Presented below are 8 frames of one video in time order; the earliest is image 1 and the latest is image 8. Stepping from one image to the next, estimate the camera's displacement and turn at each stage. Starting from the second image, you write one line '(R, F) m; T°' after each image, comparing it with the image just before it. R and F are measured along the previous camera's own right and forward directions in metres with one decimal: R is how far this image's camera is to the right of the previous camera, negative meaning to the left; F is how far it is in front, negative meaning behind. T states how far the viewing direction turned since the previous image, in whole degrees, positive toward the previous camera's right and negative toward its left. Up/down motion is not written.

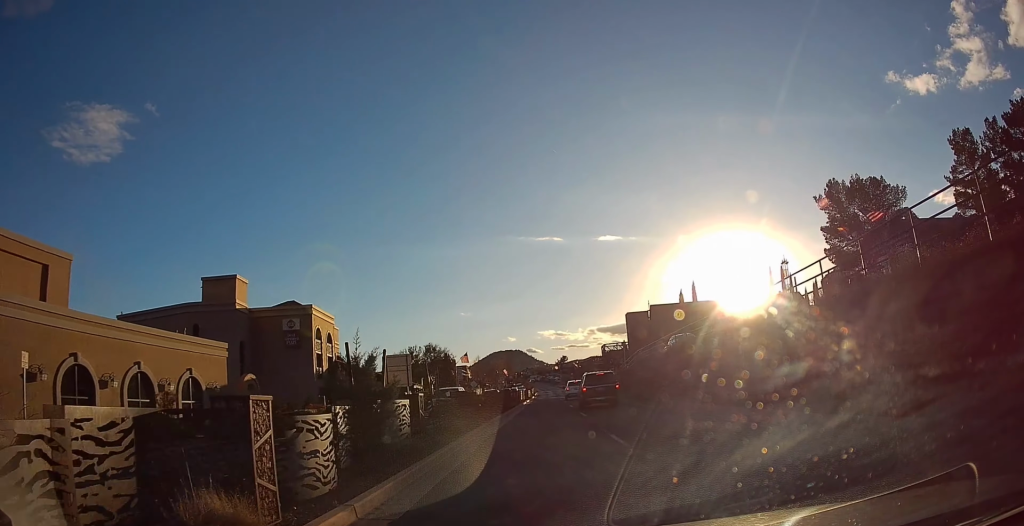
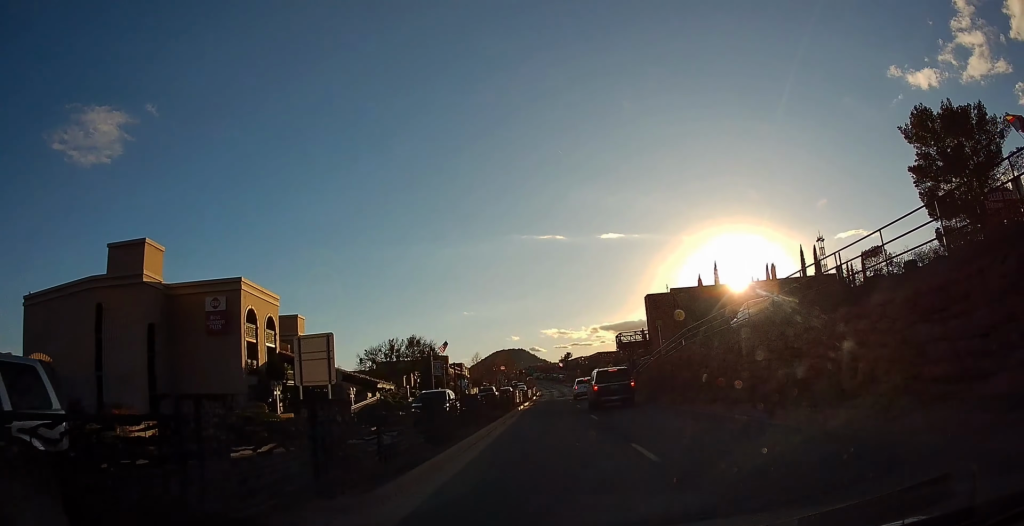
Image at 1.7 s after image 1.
(0.0, +13.8) m; -1°
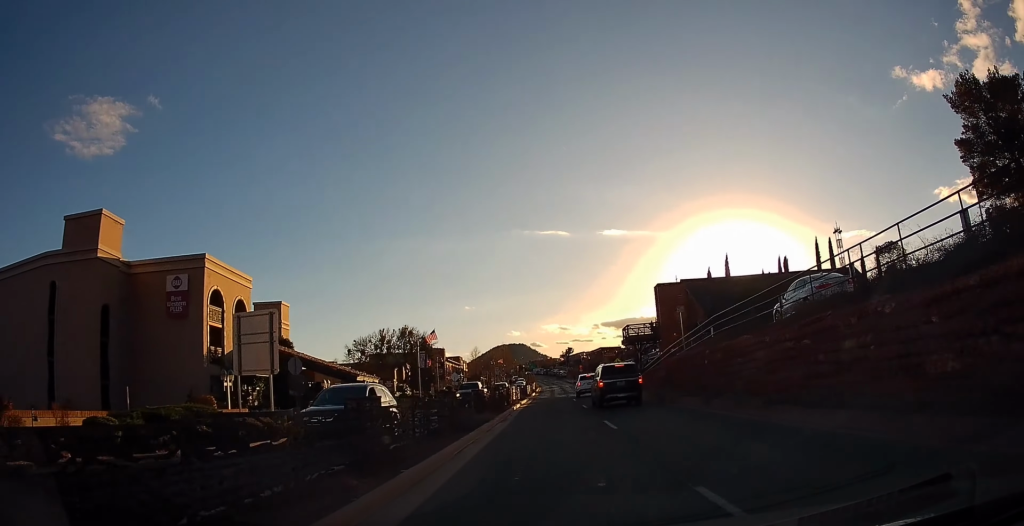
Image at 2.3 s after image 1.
(0.0, +5.8) m; -1°
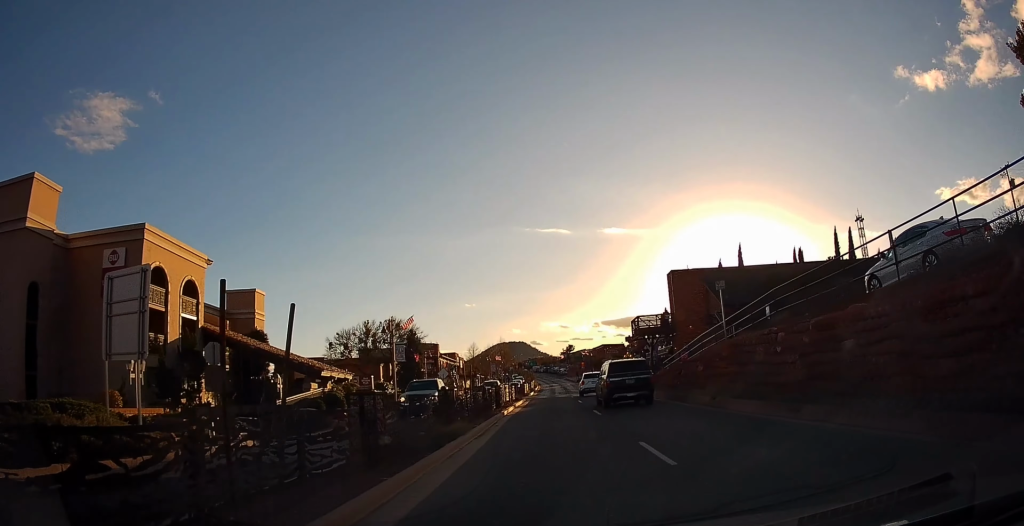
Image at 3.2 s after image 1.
(-0.1, +7.2) m; -1°
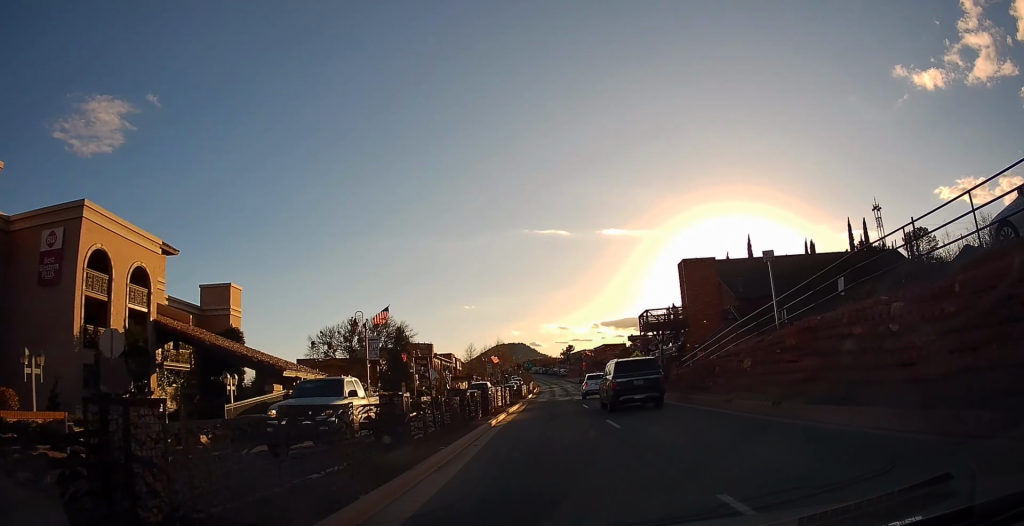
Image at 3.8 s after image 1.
(0.0, +5.1) m; 0°
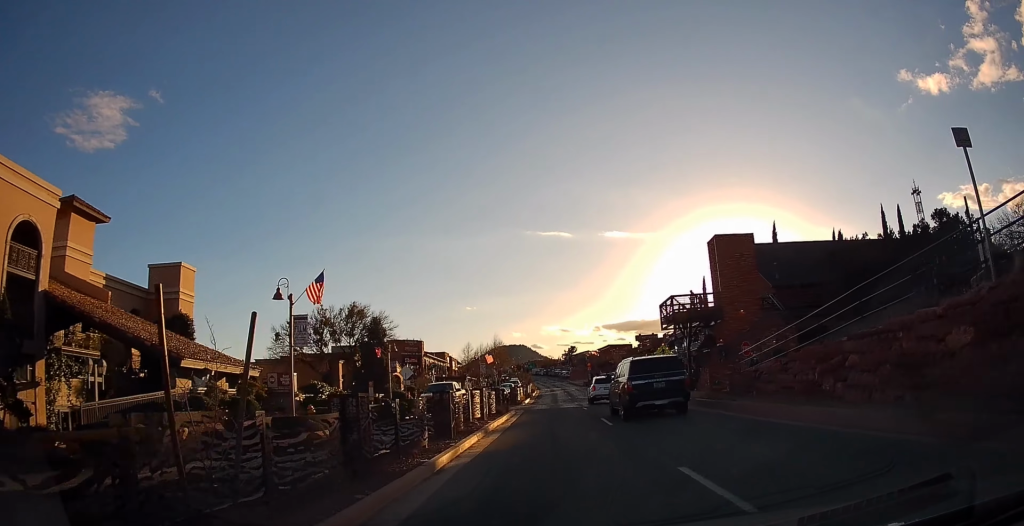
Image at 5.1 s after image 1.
(0.0, +9.1) m; 0°
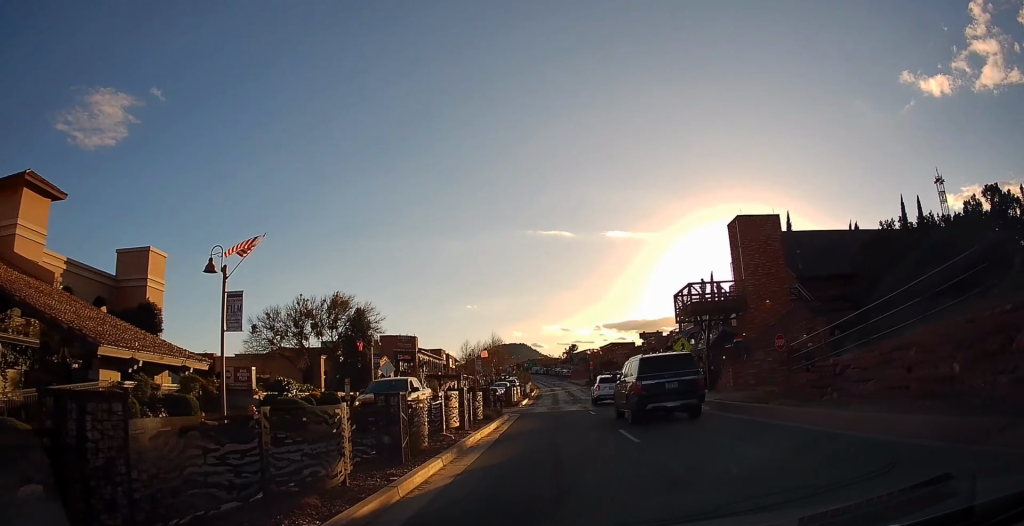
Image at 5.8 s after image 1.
(0.0, +5.4) m; 0°
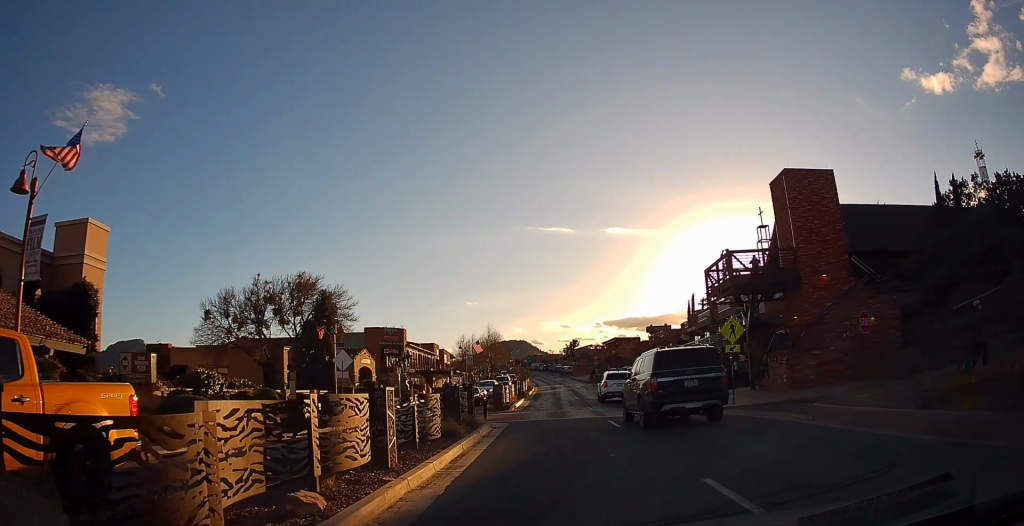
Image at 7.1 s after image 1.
(0.0, +10.2) m; 0°
